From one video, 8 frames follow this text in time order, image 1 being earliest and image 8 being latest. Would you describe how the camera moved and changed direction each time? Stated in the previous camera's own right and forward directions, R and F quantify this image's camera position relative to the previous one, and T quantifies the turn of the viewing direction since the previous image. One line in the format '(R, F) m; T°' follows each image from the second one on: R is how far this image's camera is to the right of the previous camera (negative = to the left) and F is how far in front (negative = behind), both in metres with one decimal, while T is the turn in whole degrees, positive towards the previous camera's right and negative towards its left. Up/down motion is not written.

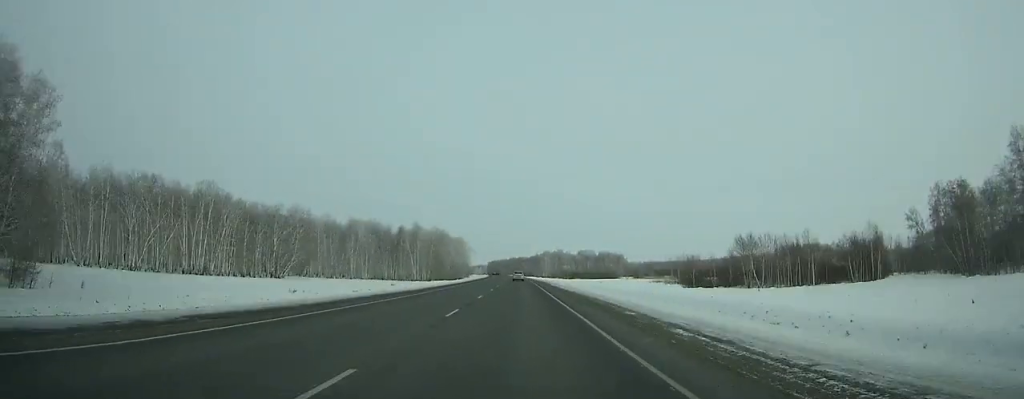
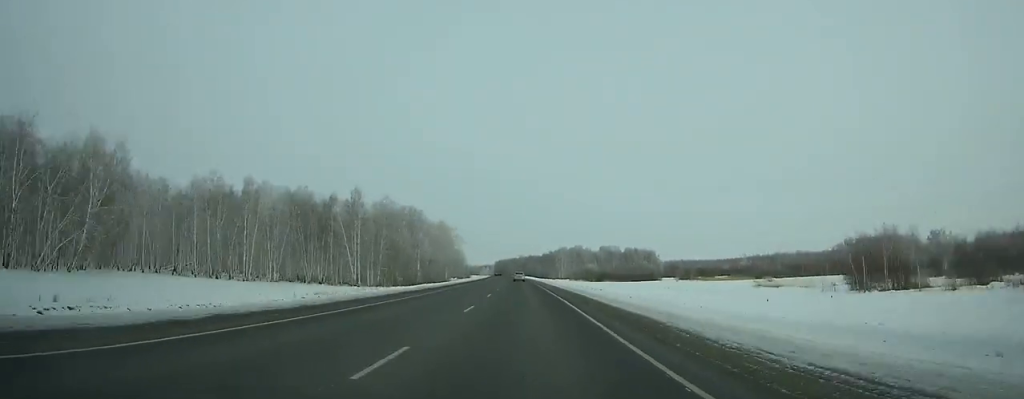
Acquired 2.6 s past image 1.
(-0.5, +81.2) m; -1°
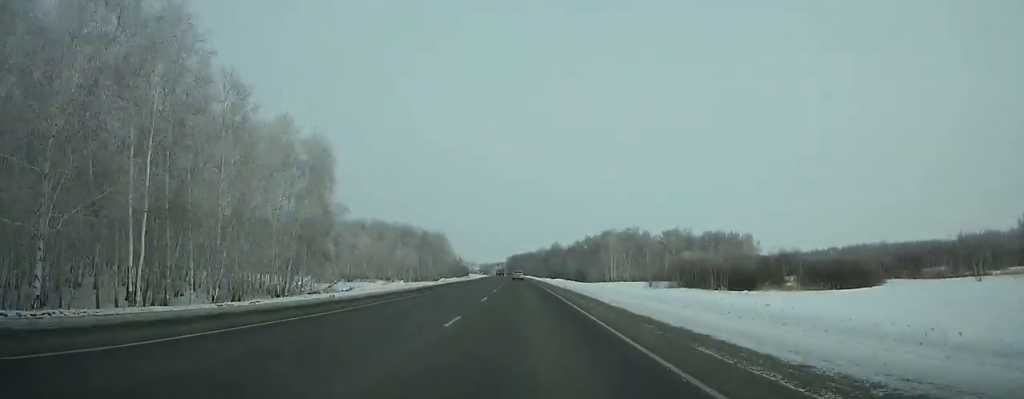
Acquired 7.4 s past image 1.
(-1.8, +150.5) m; -2°
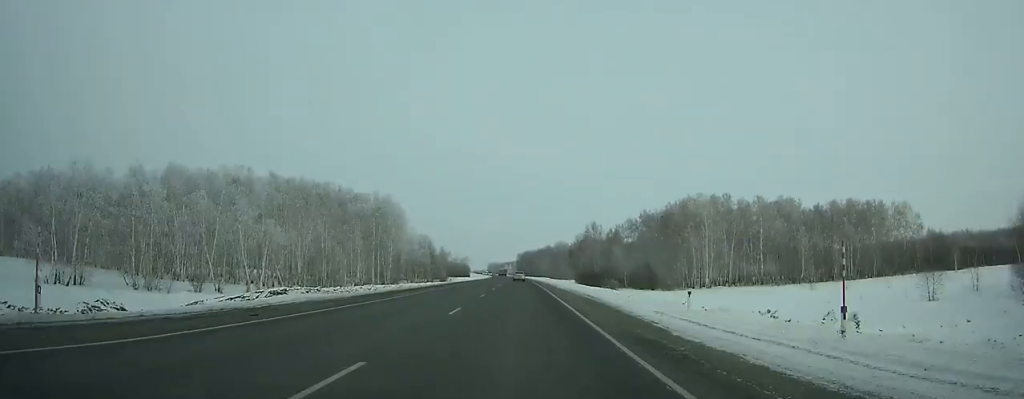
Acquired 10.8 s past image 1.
(-1.1, +106.3) m; -1°
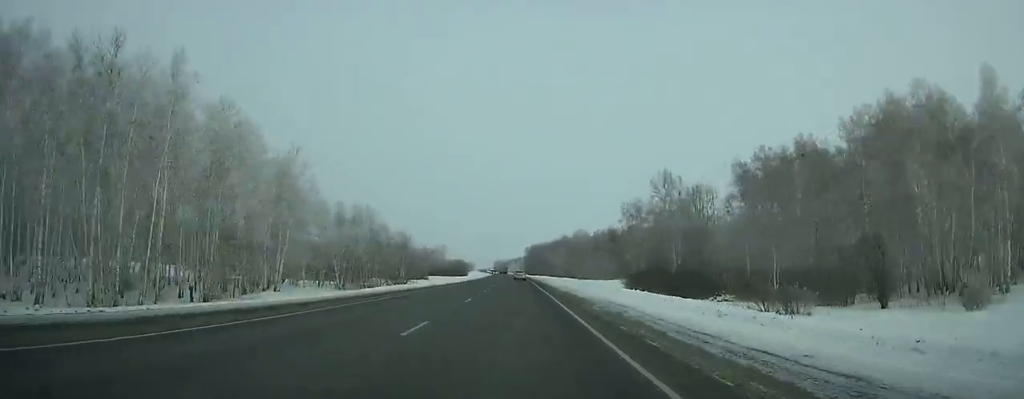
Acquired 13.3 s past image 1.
(-0.7, +77.4) m; -1°
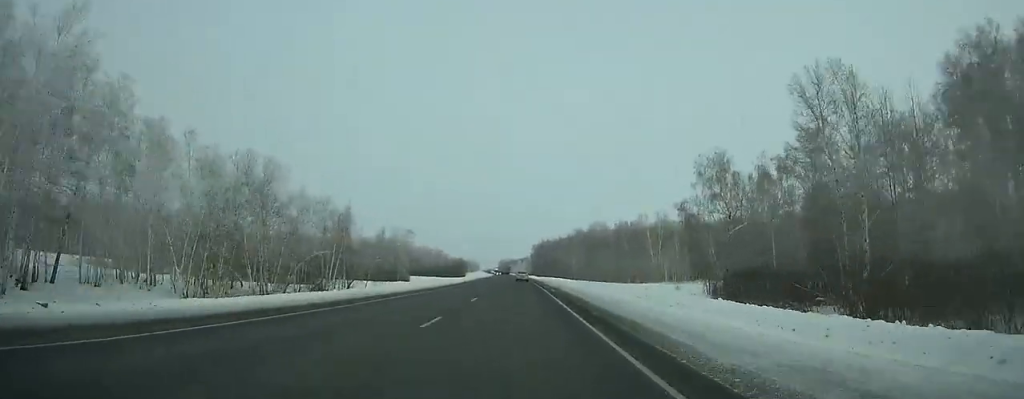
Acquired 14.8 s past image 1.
(-0.3, +45.9) m; -1°
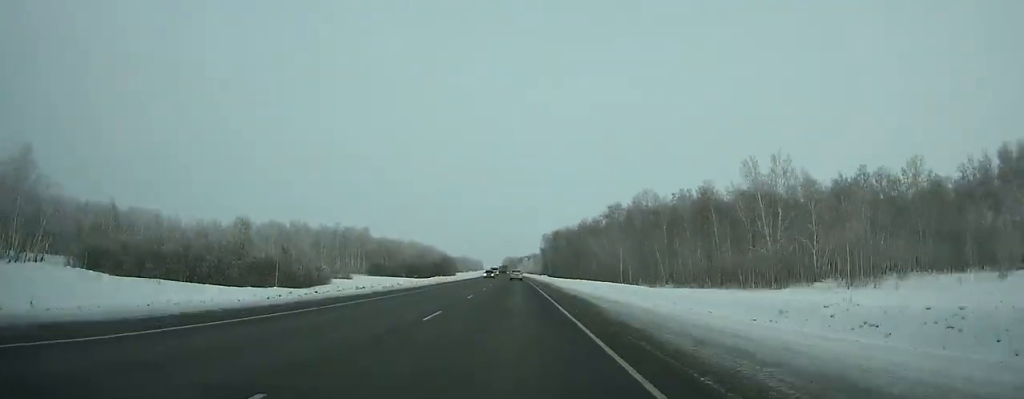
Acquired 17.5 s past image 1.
(-0.7, +82.2) m; -1°
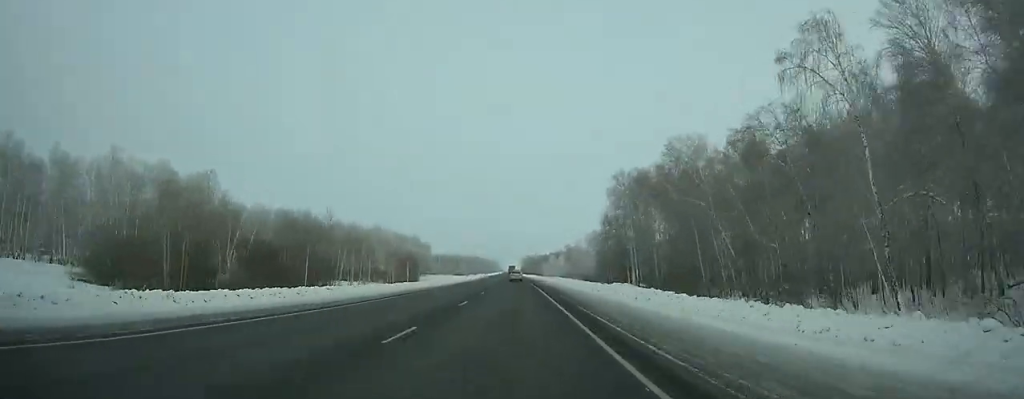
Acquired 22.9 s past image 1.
(-2.1, +162.3) m; +1°
